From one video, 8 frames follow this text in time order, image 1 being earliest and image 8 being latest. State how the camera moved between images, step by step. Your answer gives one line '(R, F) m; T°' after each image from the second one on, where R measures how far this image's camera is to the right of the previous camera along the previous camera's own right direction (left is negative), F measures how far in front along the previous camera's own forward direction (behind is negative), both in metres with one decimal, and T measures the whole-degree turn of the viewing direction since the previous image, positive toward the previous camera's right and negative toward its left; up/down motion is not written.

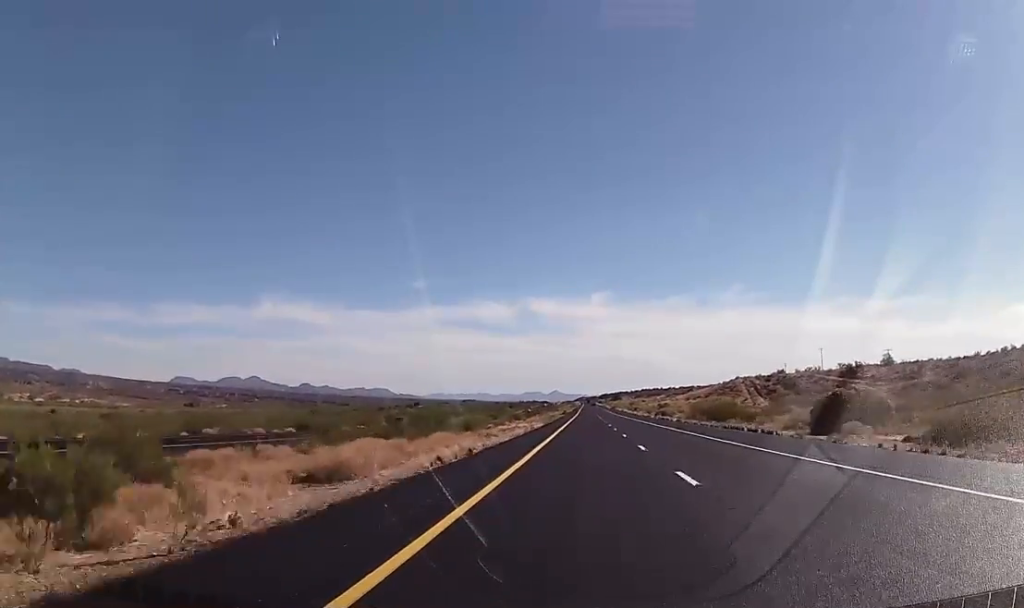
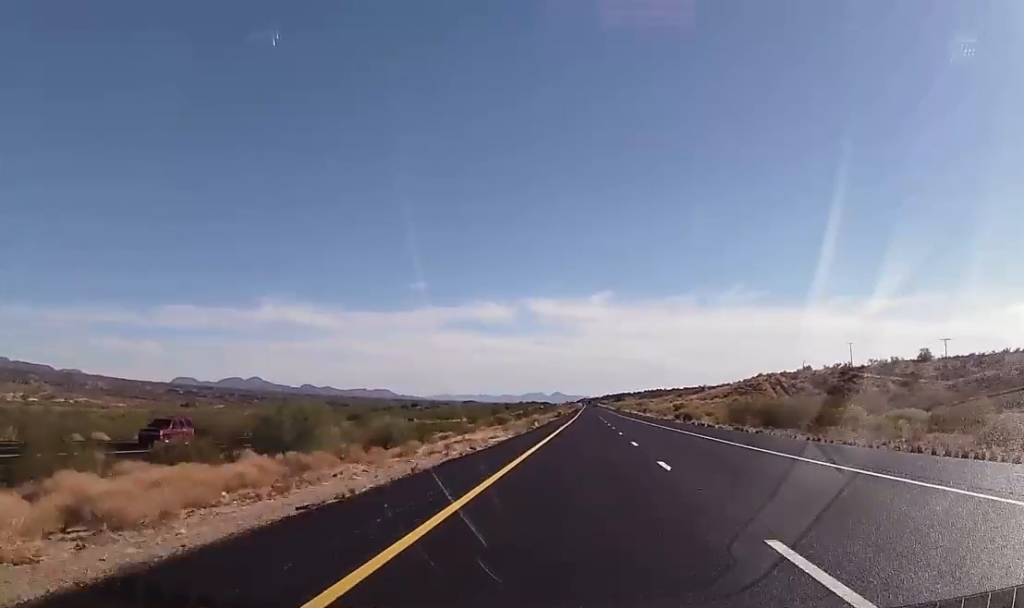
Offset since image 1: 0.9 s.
(+0.6, +33.0) m; 0°
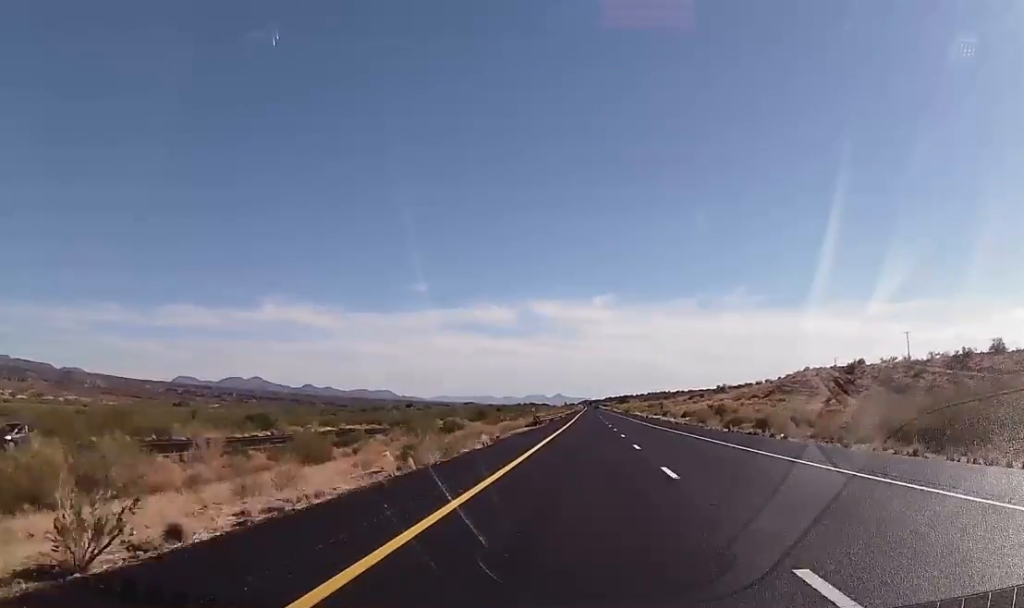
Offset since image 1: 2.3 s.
(-0.6, +49.7) m; -1°
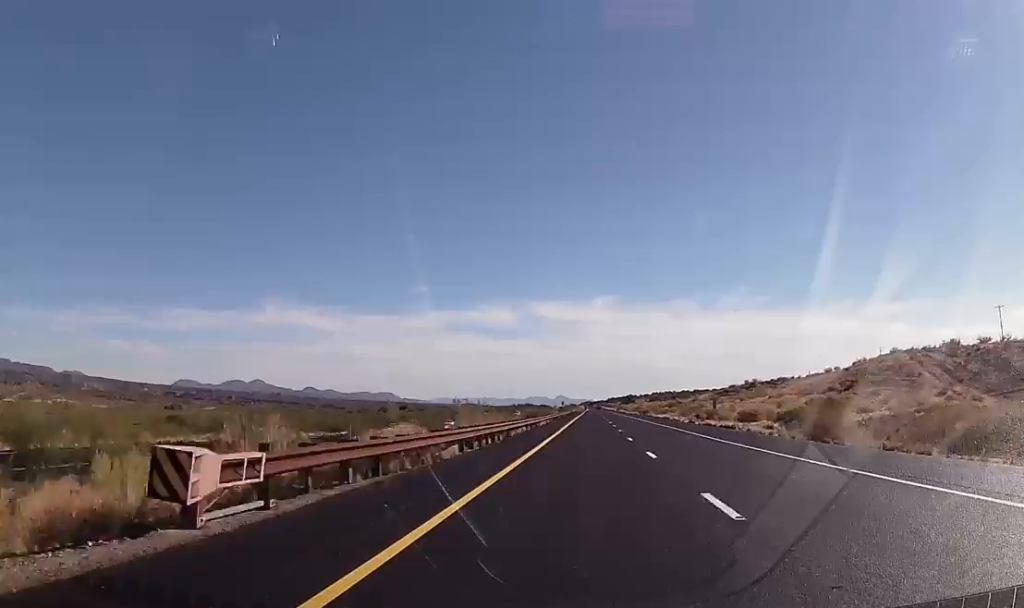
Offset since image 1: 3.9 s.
(0.0, +54.8) m; 0°
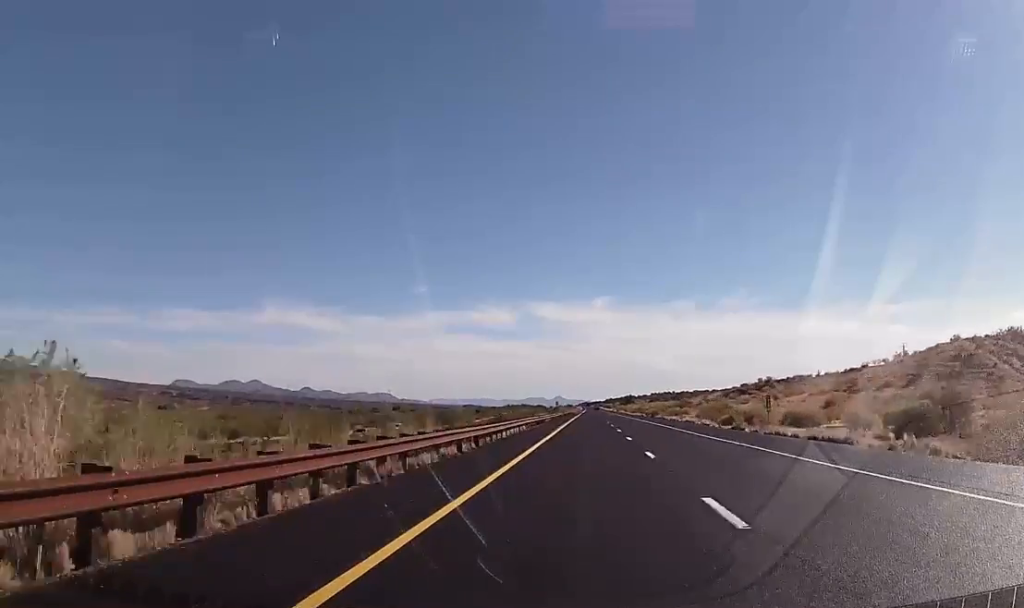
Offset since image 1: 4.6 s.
(+0.1, +24.9) m; 0°
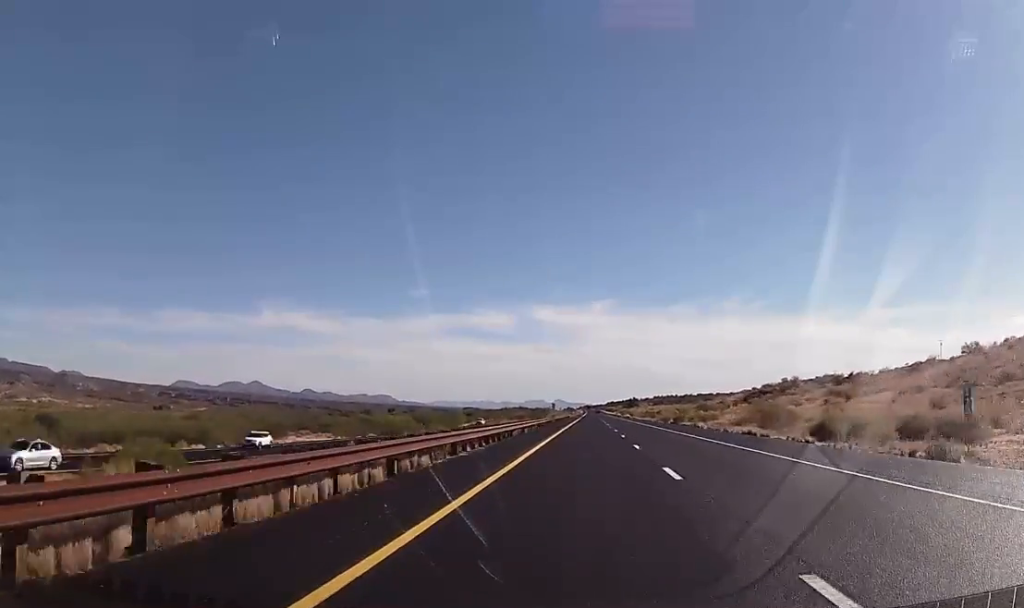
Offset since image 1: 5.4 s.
(+0.1, +29.5) m; 0°
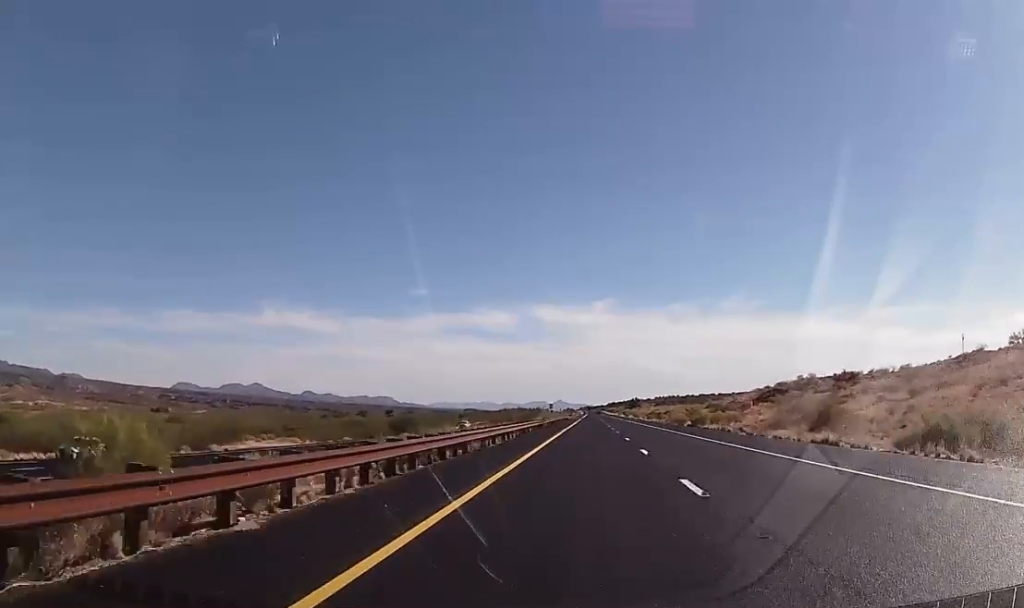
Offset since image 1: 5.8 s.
(-0.1, +15.3) m; 0°
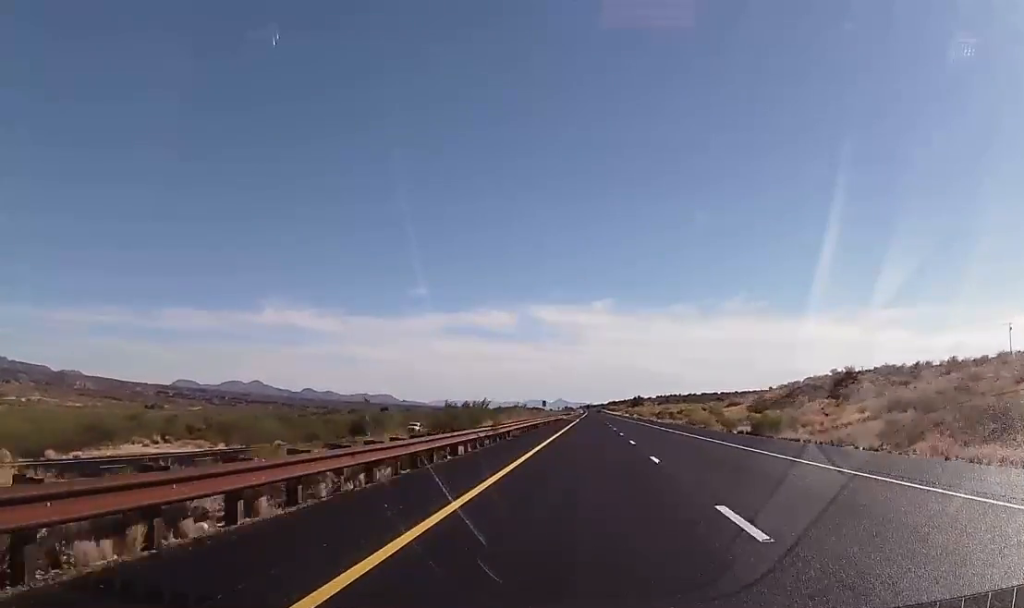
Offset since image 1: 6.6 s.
(+0.1, +28.3) m; 0°
